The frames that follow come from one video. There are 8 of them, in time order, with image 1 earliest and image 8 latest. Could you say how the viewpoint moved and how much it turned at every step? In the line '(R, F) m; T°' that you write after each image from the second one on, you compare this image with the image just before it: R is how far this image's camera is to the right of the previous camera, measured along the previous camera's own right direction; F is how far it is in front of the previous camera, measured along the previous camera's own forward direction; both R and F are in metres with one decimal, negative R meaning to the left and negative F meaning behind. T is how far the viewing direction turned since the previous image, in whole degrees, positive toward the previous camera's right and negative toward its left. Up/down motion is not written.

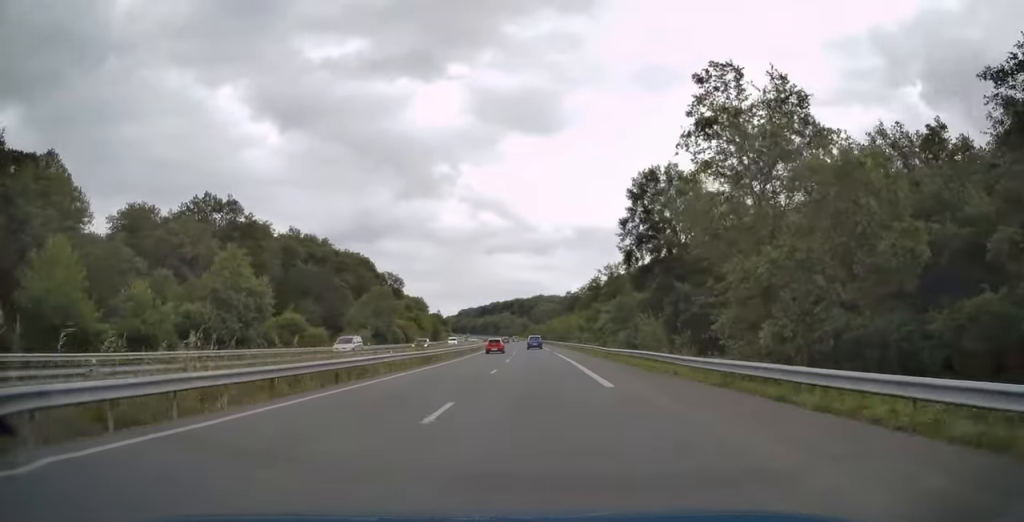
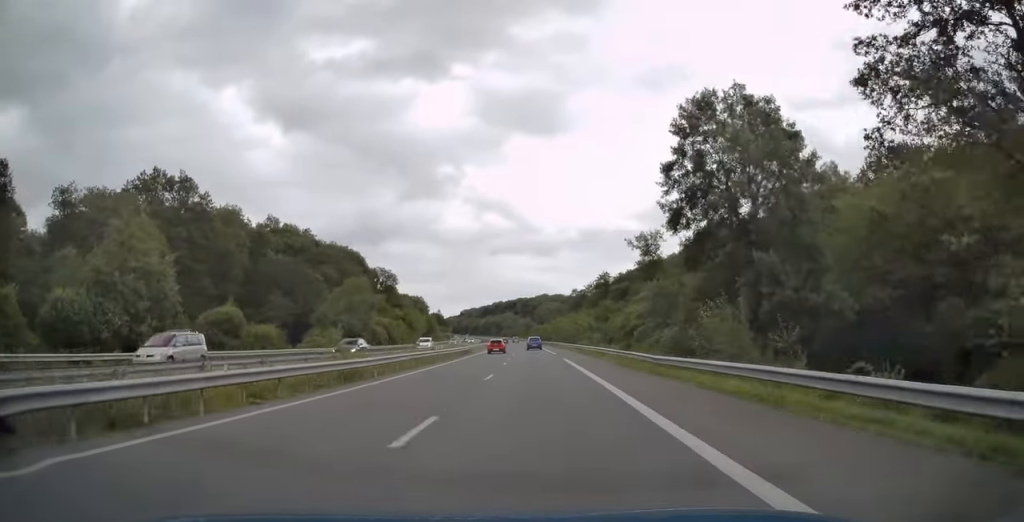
(-0.2, +15.0) m; 0°
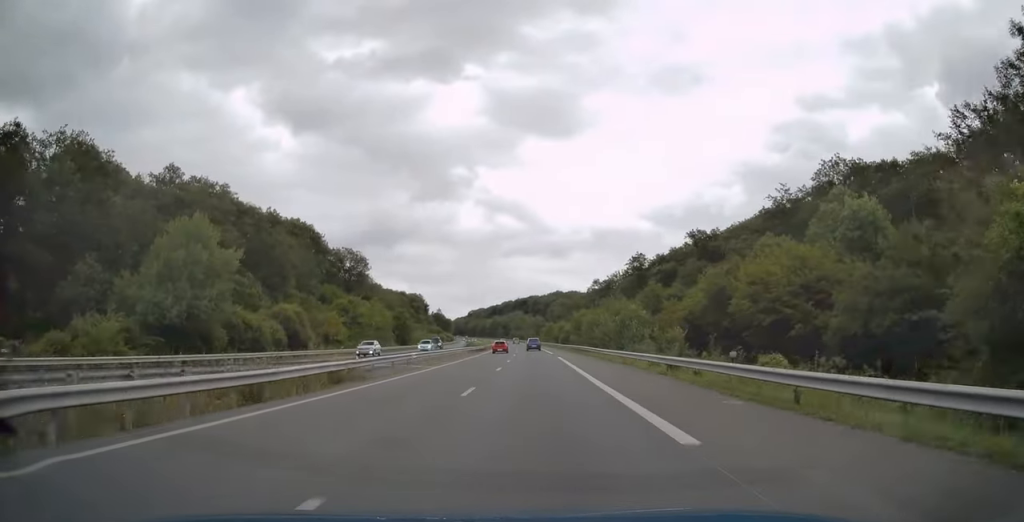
(-0.4, +44.7) m; -1°
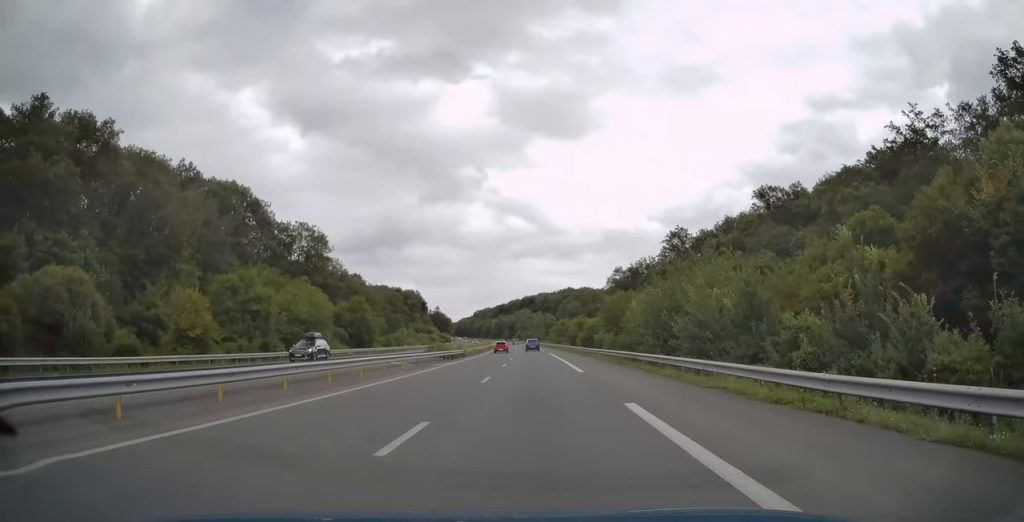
(0.0, +33.9) m; -1°
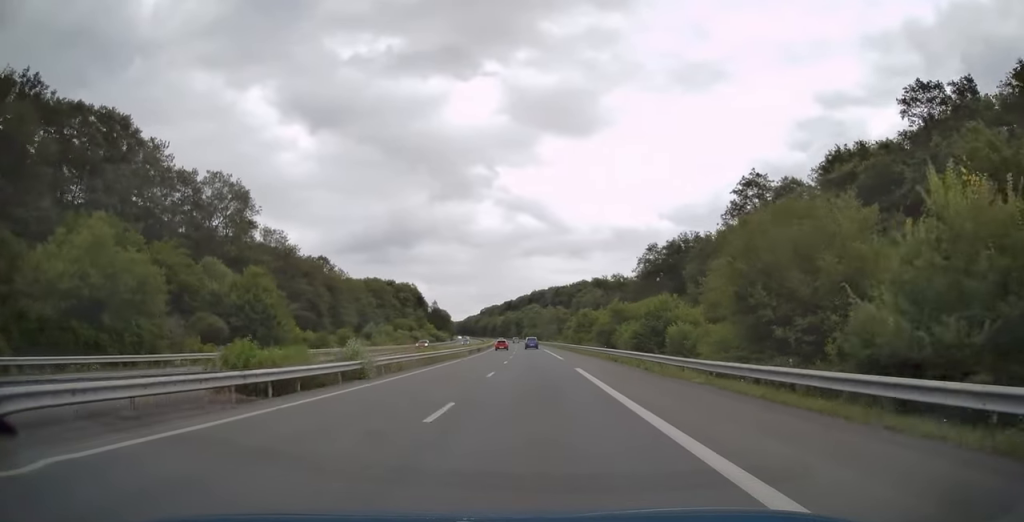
(-0.9, +36.1) m; -1°
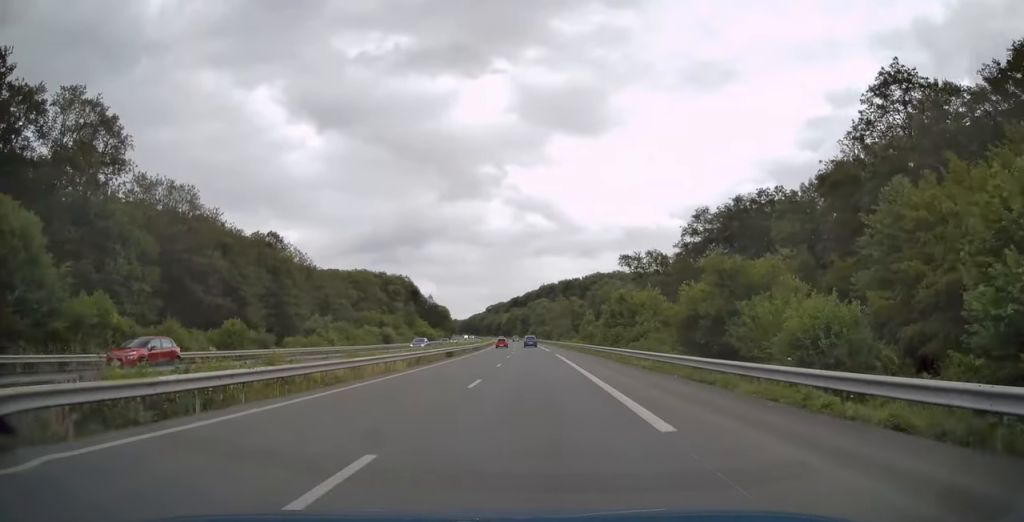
(+0.3, +32.3) m; 0°
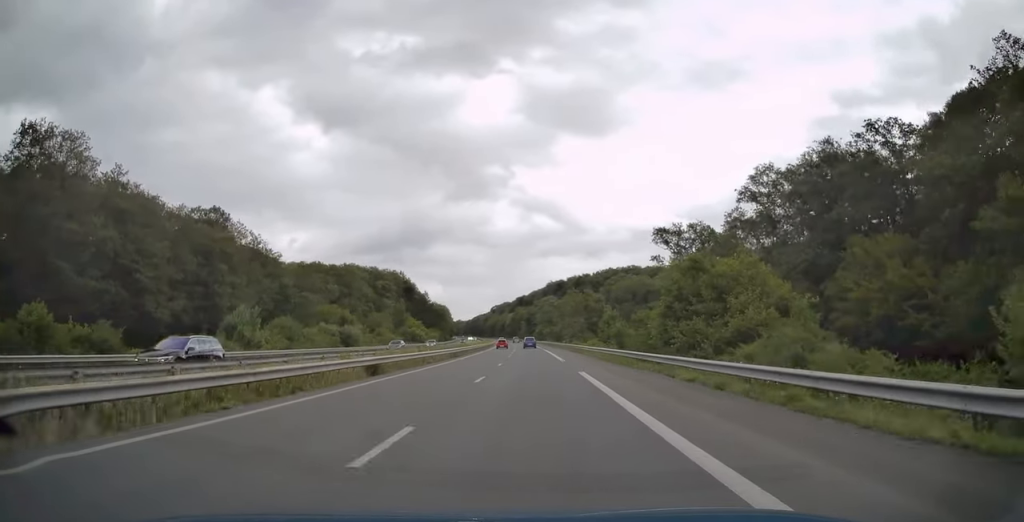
(-0.1, +23.5) m; -1°
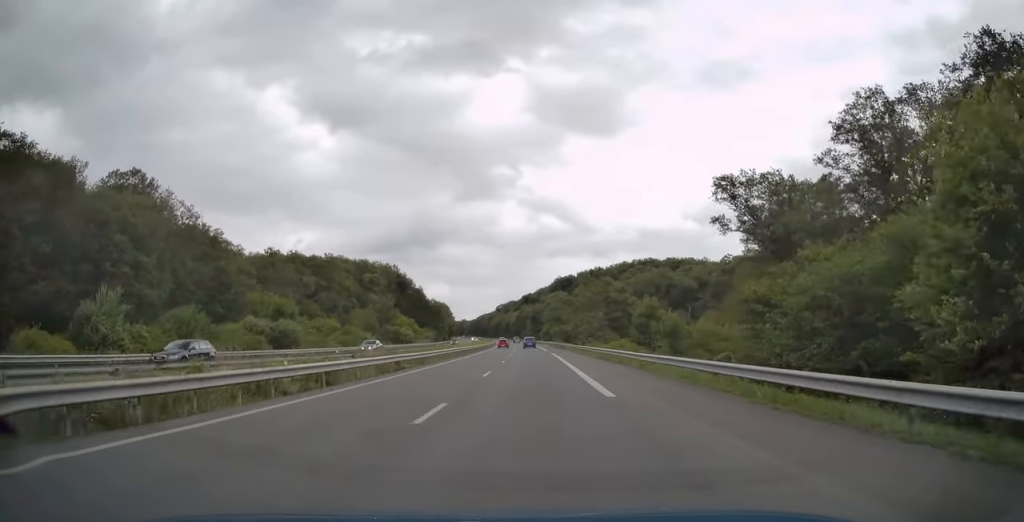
(-0.2, +22.4) m; -1°
